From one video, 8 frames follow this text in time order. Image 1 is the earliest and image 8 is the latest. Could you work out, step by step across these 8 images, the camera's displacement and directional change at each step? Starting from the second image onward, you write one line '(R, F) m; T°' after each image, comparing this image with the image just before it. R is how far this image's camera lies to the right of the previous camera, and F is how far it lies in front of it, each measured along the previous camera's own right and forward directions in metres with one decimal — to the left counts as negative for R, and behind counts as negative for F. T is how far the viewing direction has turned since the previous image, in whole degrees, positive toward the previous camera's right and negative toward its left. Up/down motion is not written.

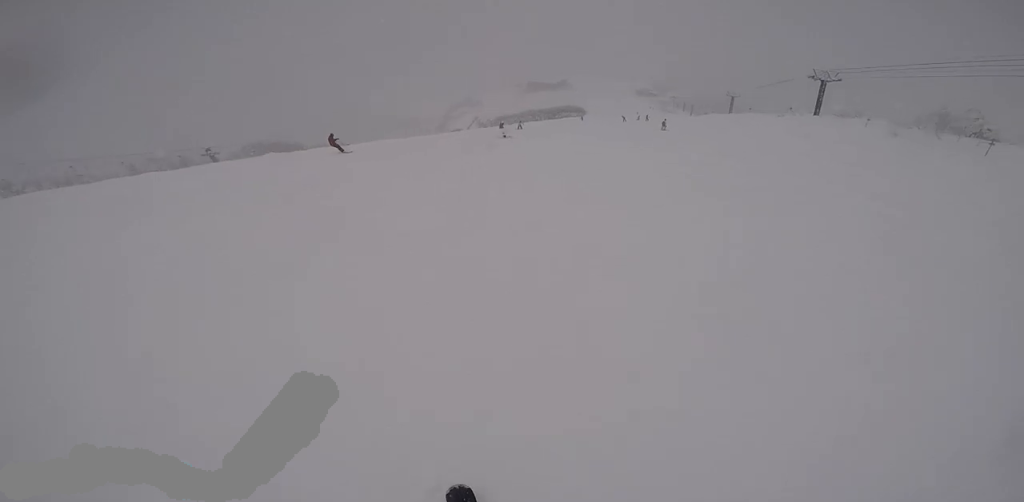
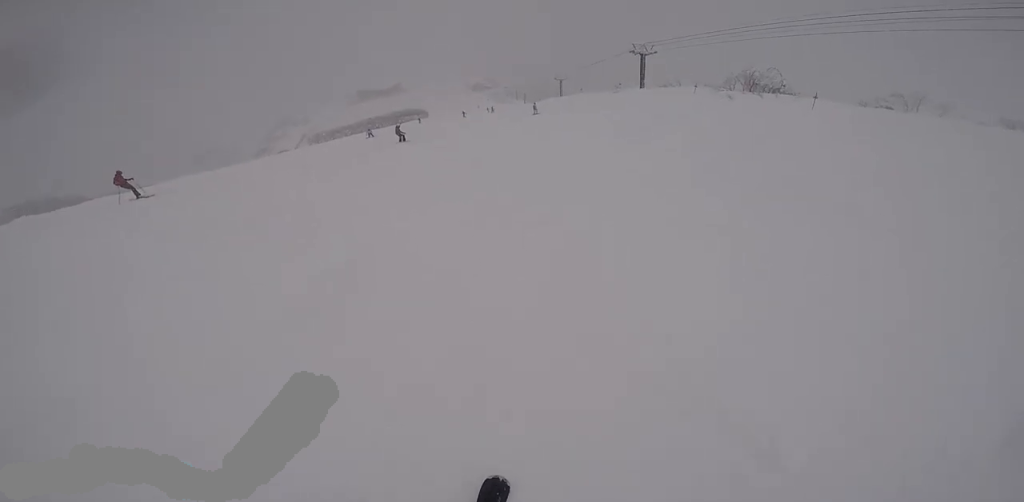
(+0.4, +3.7) m; +22°
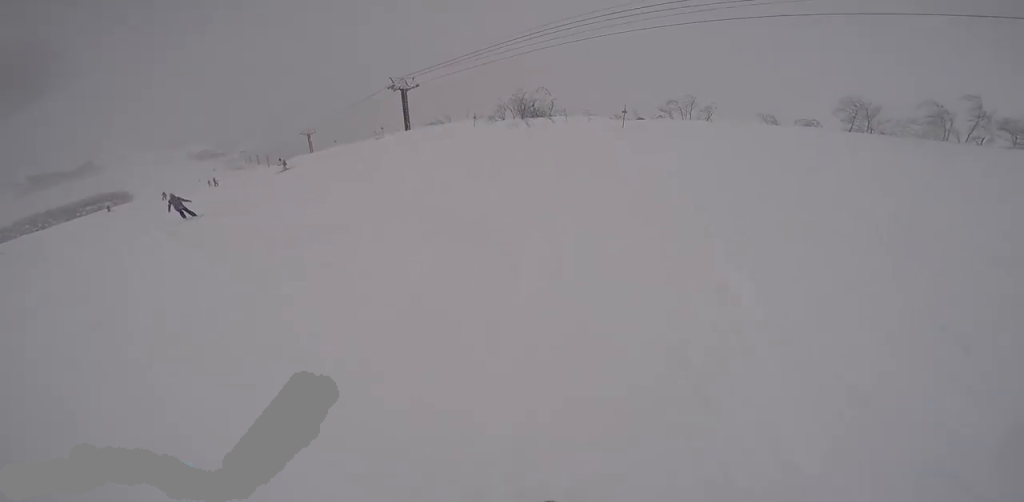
(+3.0, +9.6) m; +6°
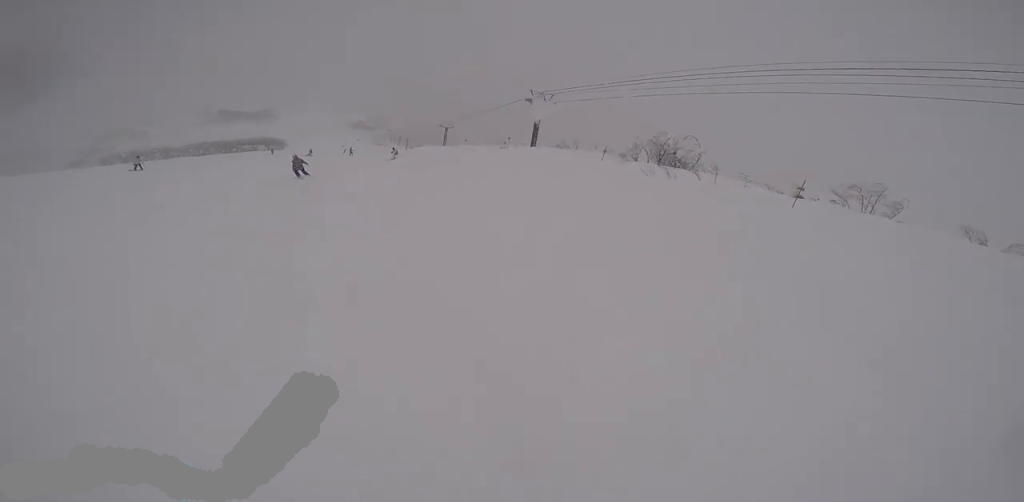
(-0.3, +3.2) m; -13°
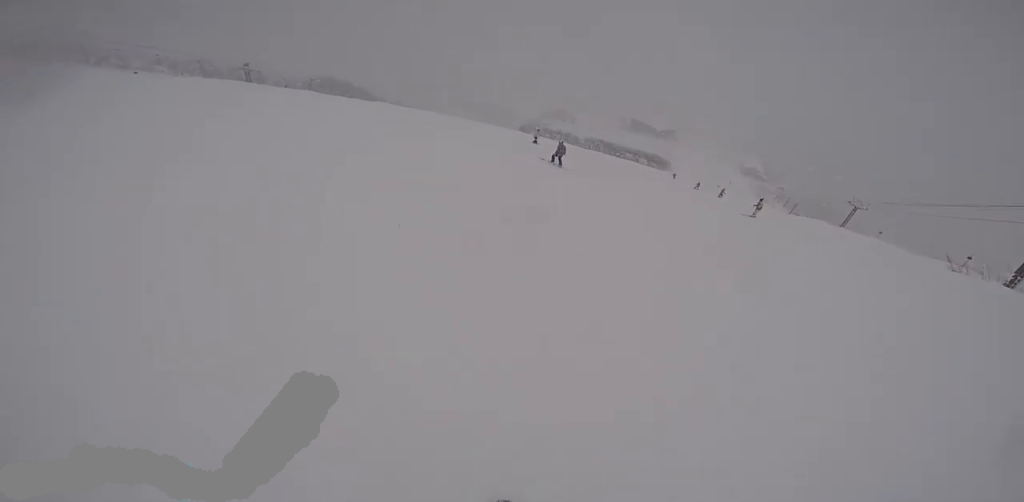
(-2.8, +7.8) m; -33°
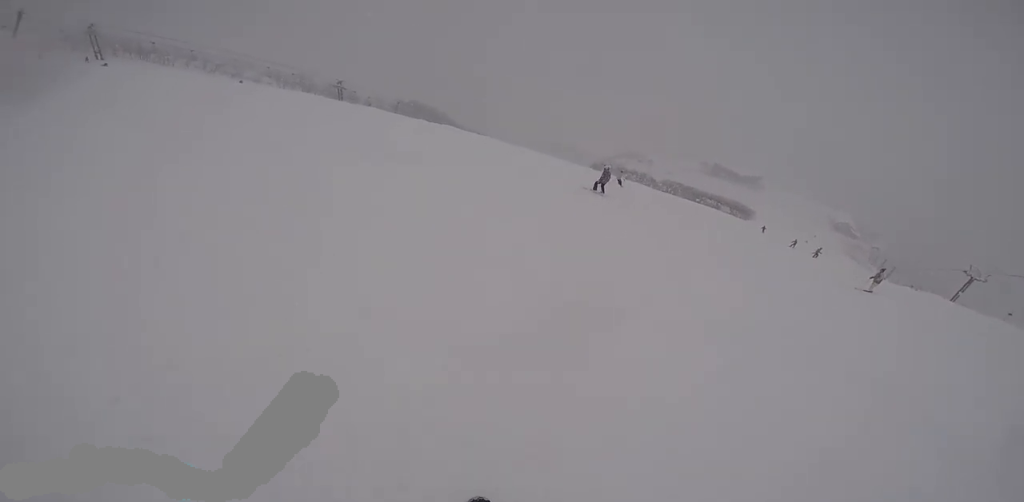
(-0.2, +2.9) m; -7°
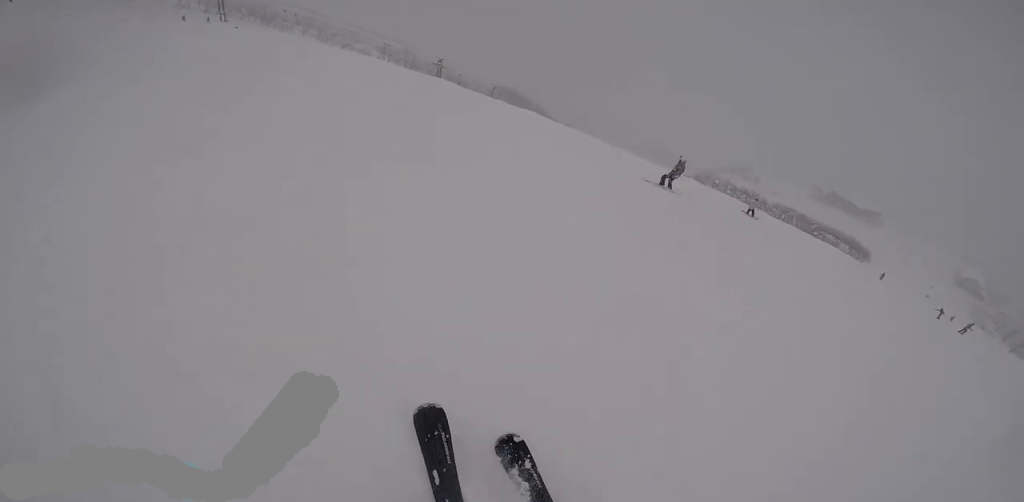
(-0.8, +4.9) m; -3°
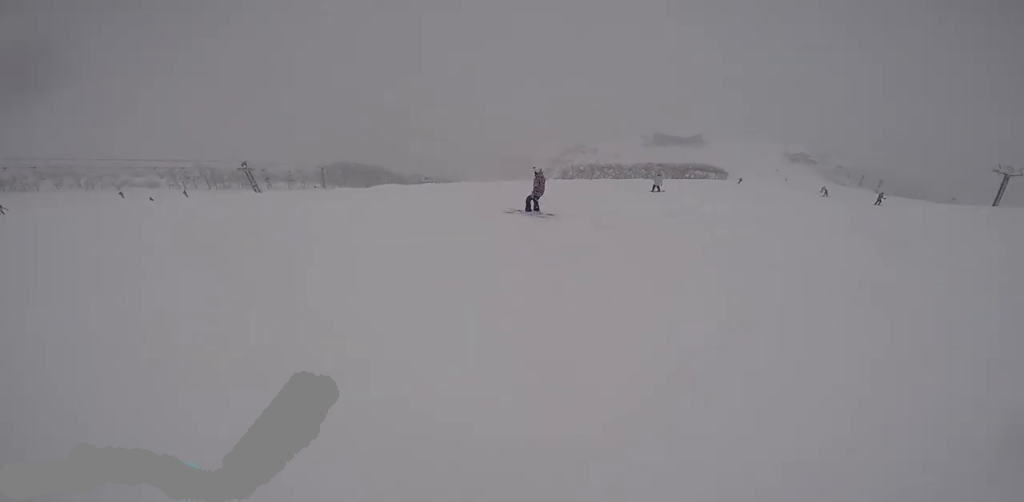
(+0.7, +6.5) m; +15°
